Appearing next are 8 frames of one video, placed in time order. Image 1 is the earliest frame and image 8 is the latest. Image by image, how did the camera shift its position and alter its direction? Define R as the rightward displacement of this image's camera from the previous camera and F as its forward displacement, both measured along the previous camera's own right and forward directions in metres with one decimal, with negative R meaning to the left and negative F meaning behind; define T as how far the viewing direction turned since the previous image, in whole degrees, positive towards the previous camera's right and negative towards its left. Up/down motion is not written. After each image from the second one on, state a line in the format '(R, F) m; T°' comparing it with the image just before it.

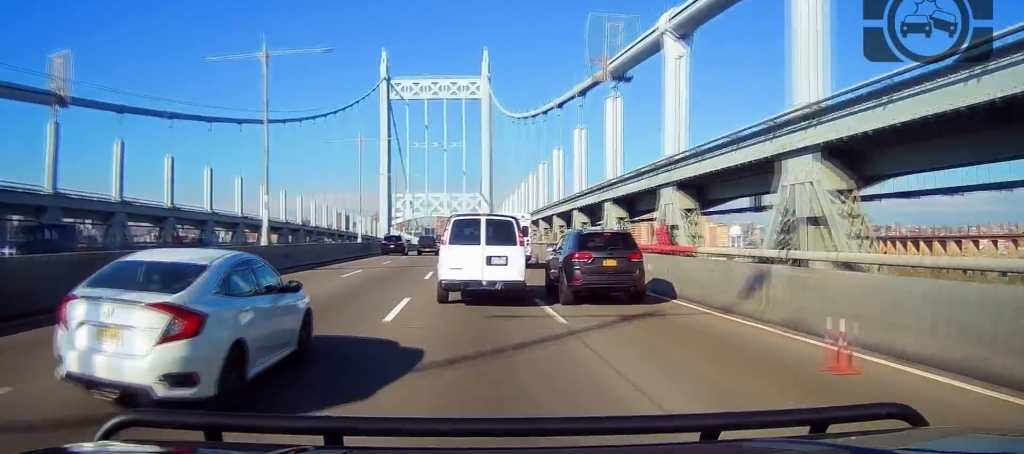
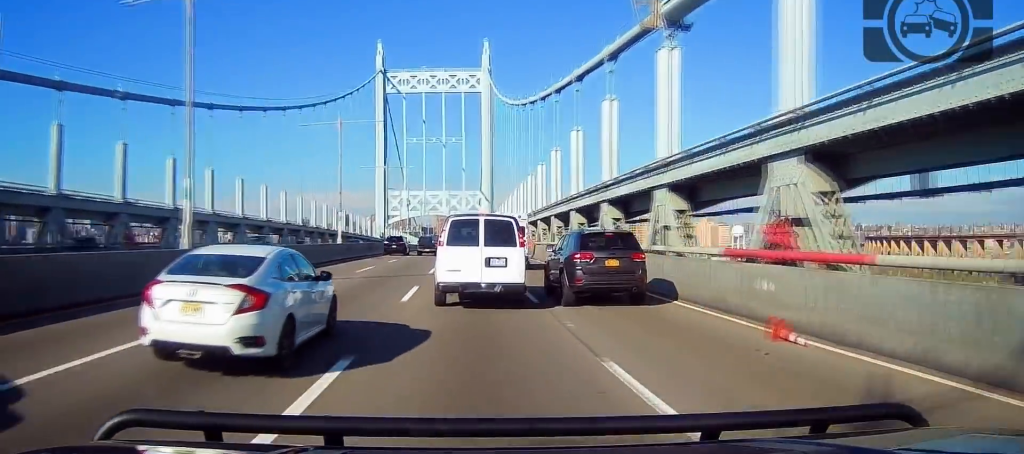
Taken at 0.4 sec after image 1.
(0.0, +8.1) m; 0°
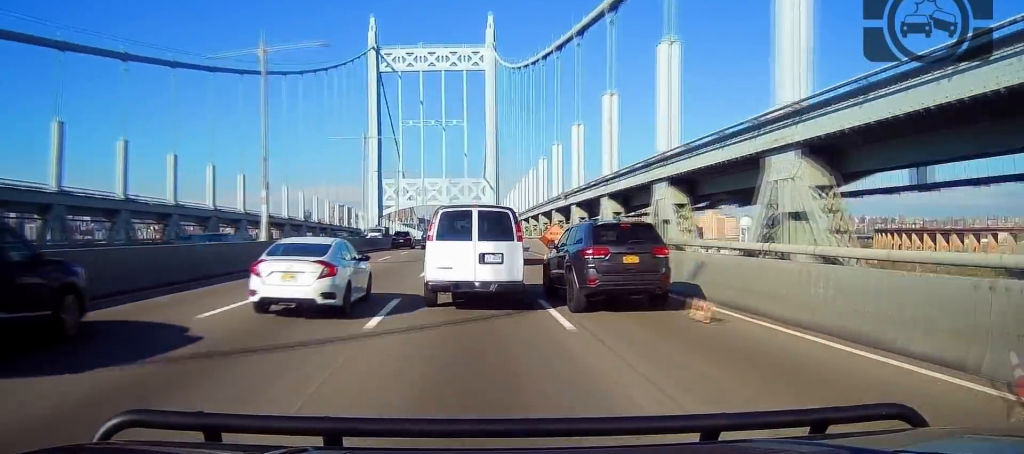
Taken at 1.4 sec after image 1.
(-0.1, +16.5) m; -1°
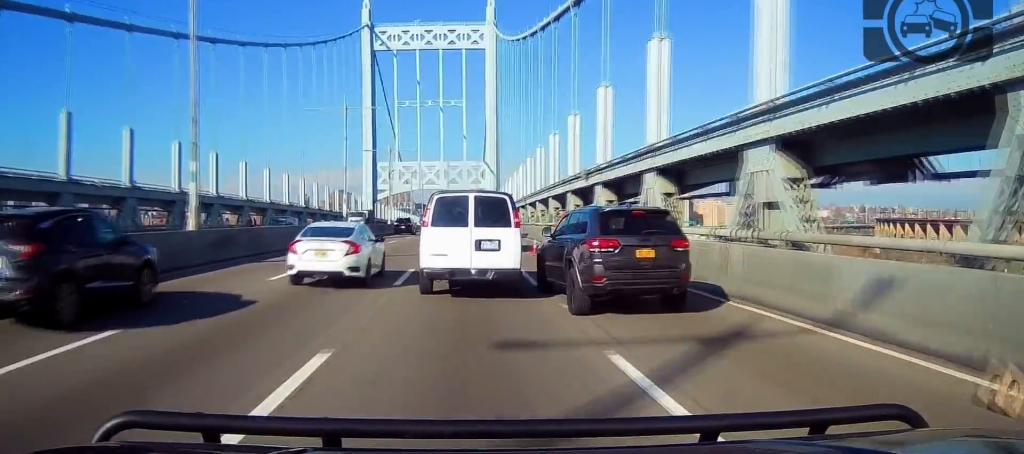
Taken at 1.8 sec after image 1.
(0.0, +7.2) m; 0°
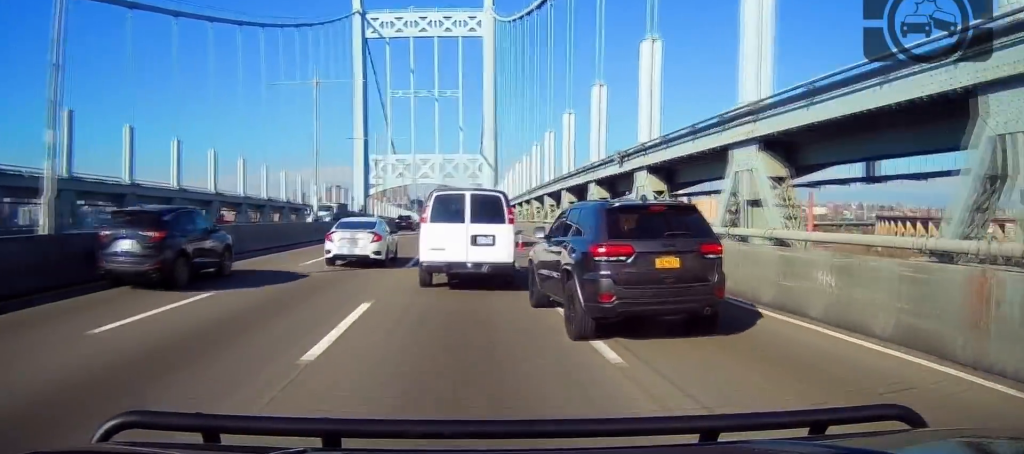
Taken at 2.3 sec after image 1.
(0.0, +6.6) m; 0°
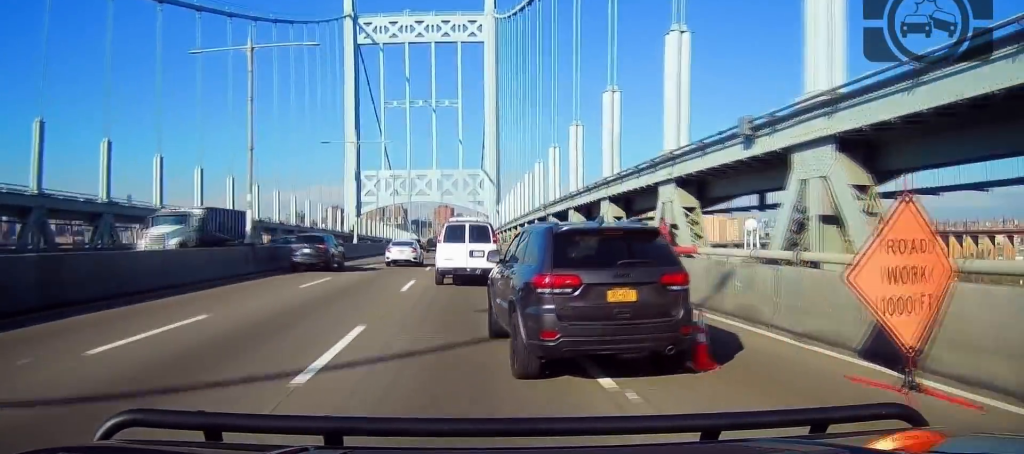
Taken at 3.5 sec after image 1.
(+0.1, +12.1) m; +1°
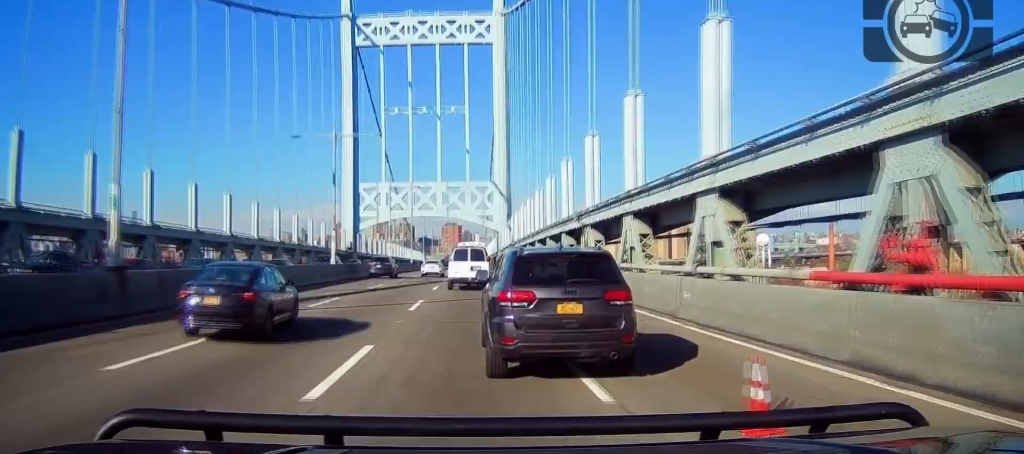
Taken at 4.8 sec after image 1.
(0.0, +12.6) m; 0°
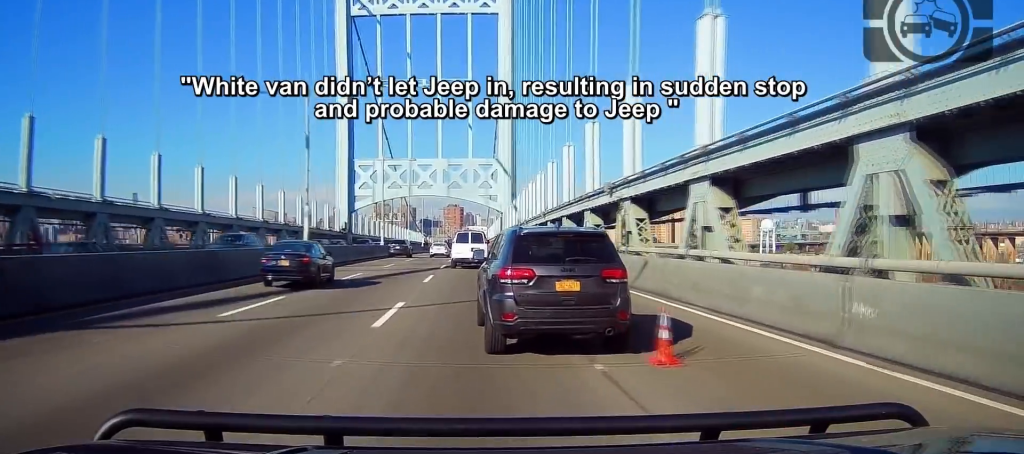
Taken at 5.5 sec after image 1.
(0.0, +7.6) m; 0°
